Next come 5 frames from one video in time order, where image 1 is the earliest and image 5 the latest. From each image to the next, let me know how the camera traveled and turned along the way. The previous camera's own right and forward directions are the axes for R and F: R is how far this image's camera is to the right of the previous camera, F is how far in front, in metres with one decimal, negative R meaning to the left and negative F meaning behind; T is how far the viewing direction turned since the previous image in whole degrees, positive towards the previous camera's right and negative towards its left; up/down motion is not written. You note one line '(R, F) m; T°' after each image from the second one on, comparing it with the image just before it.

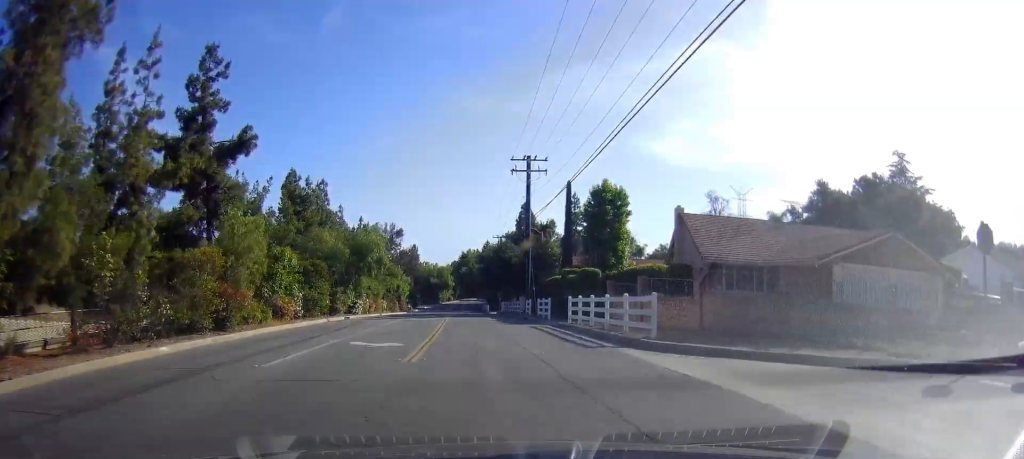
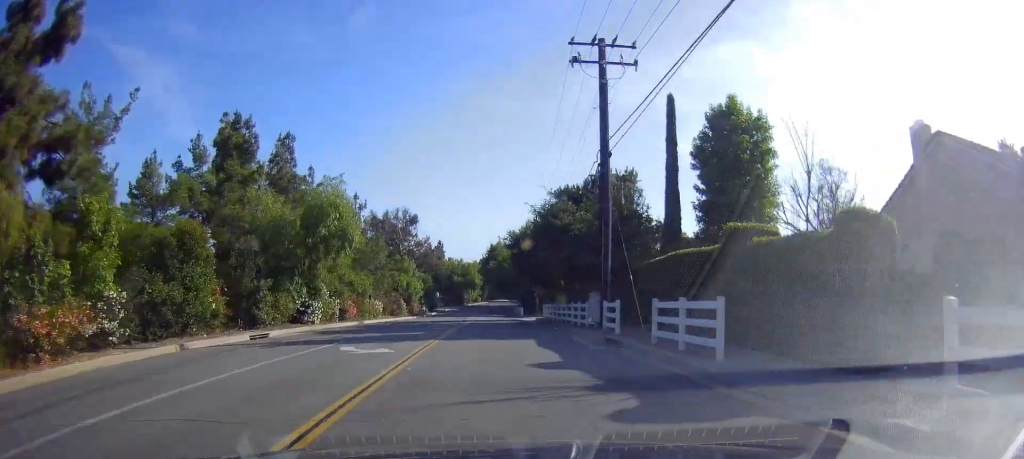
(-0.1, +24.3) m; -2°
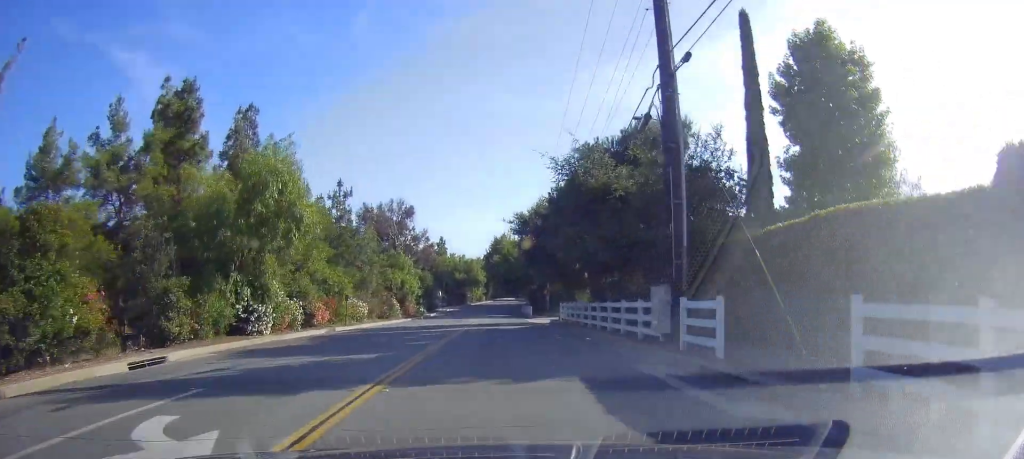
(-0.1, +9.1) m; -1°
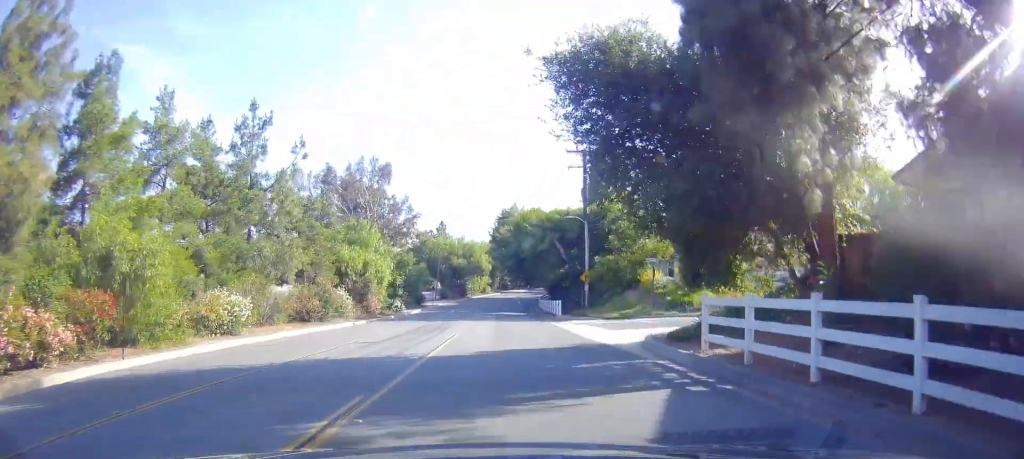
(-0.6, +27.7) m; -1°
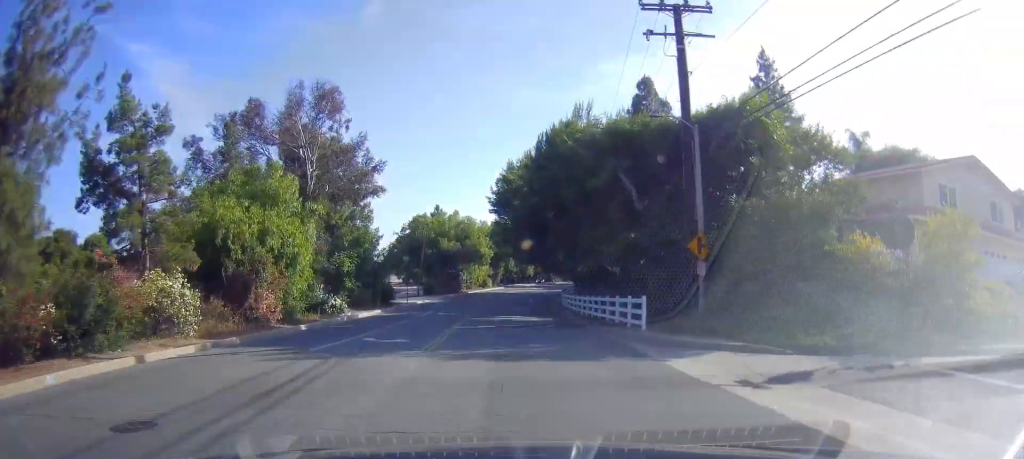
(0.0, +25.8) m; +1°
